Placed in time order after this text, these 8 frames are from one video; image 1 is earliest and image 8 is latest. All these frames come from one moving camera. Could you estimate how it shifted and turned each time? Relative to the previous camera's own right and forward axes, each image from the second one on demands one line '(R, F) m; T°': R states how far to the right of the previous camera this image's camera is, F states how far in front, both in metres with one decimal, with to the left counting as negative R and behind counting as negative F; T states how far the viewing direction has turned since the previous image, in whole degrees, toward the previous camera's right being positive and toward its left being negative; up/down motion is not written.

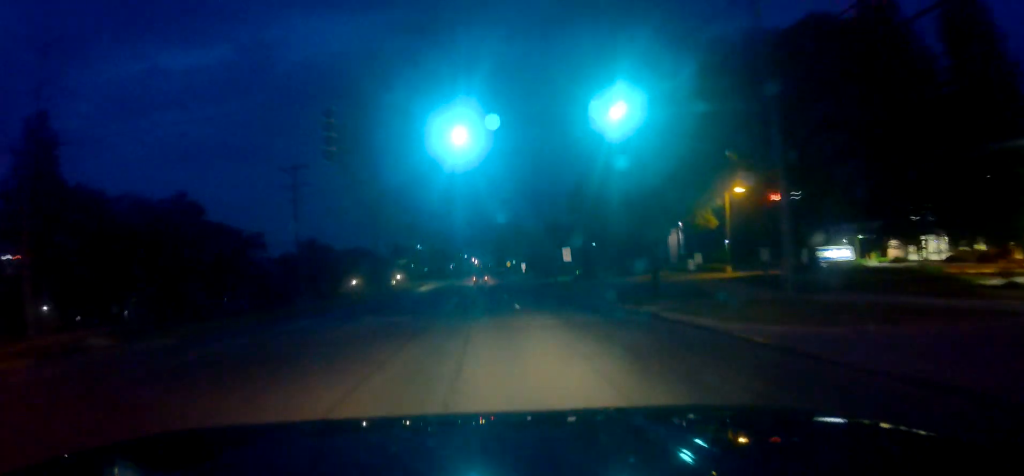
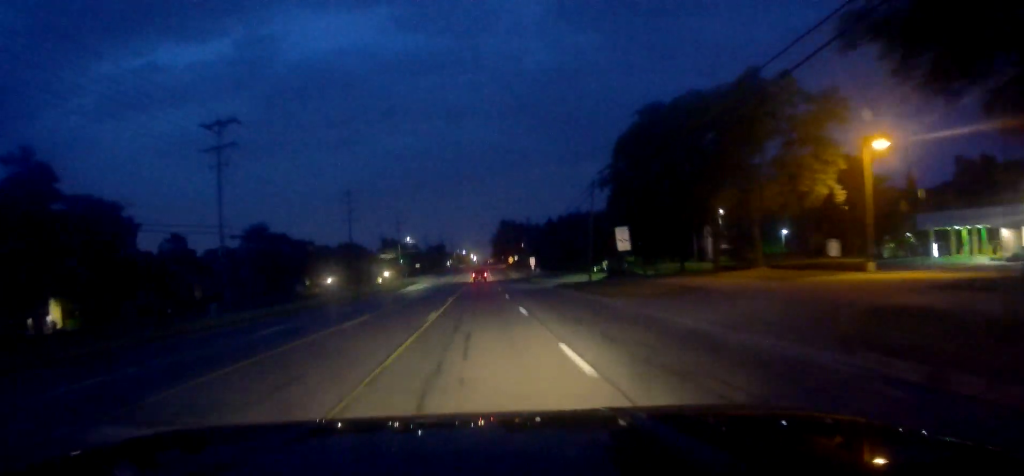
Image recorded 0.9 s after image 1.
(0.0, +18.2) m; -2°
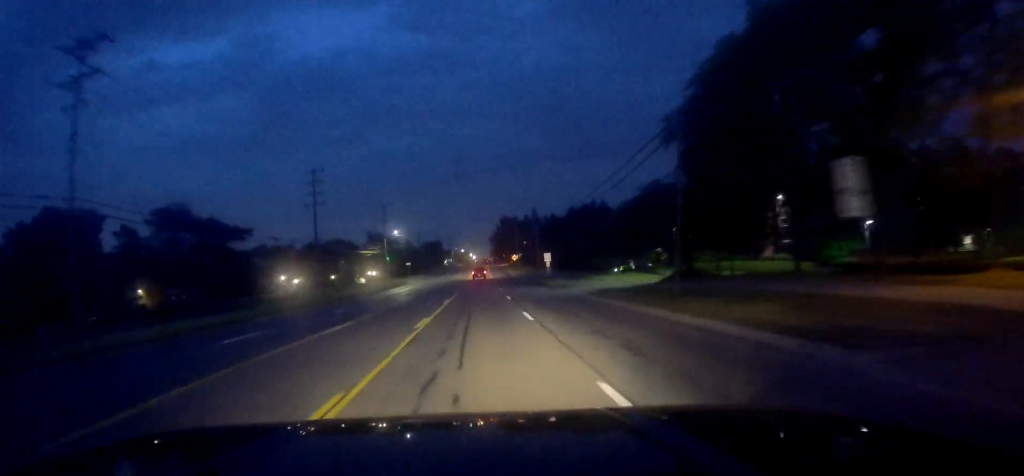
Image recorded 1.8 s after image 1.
(-0.5, +17.7) m; 0°
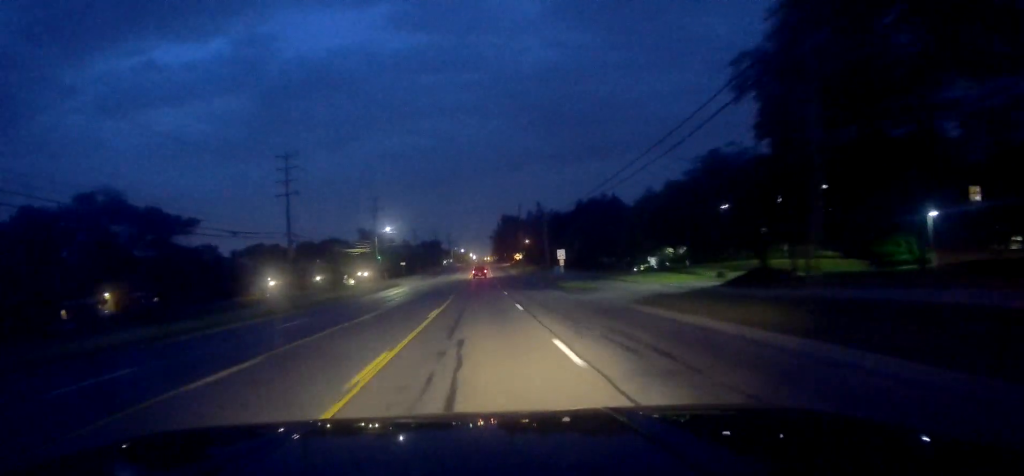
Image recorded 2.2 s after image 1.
(+0.1, +9.6) m; 0°
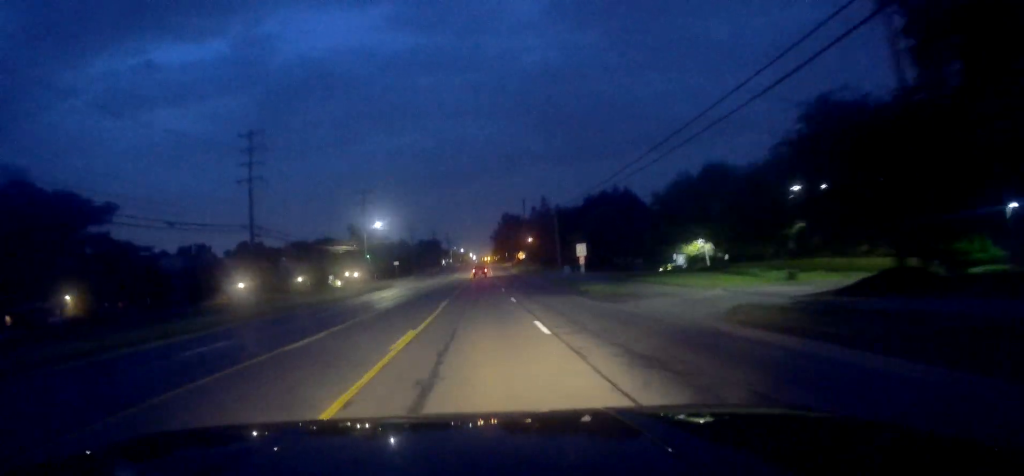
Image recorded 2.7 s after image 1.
(+0.3, +9.6) m; +1°
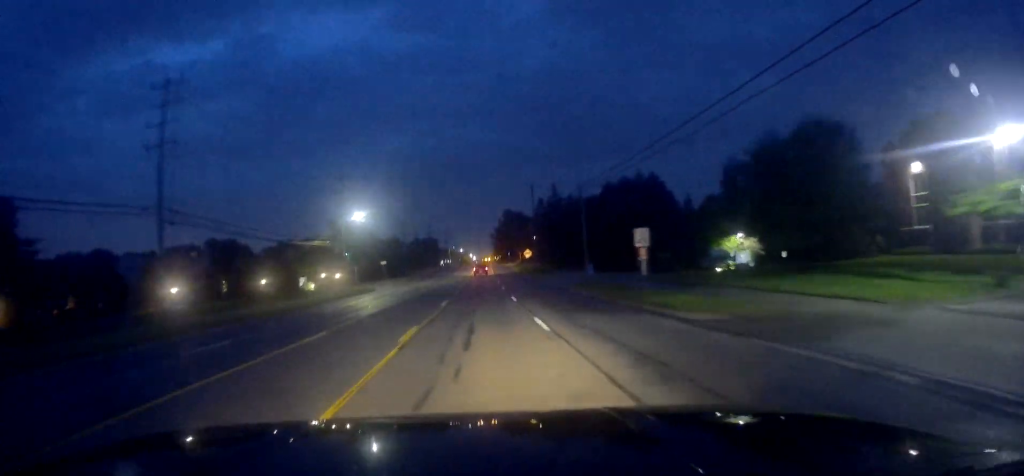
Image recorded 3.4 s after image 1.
(0.0, +14.5) m; 0°
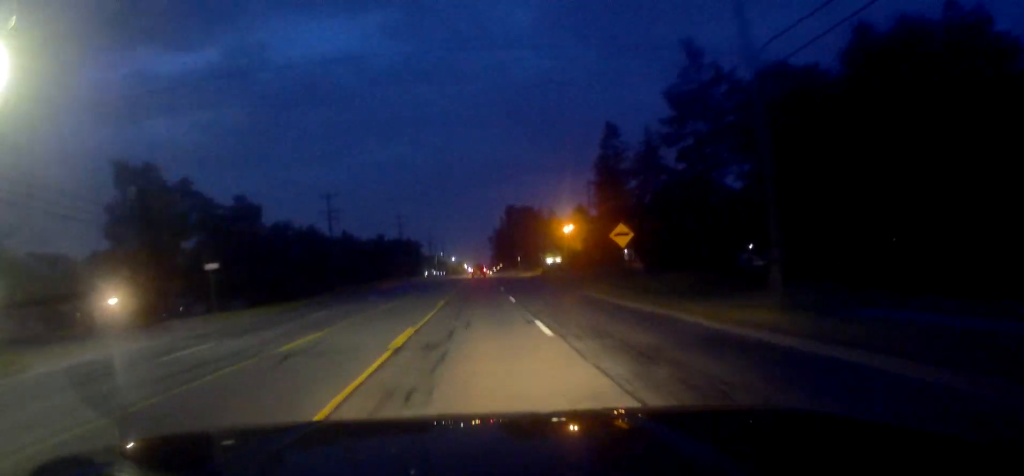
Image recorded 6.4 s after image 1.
(-0.8, +62.2) m; -1°
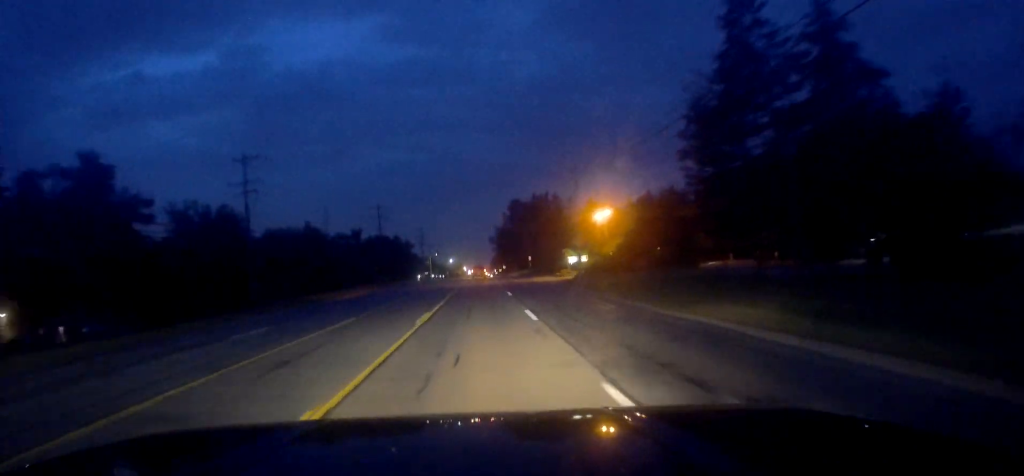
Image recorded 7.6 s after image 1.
(-0.1, +26.0) m; 0°
